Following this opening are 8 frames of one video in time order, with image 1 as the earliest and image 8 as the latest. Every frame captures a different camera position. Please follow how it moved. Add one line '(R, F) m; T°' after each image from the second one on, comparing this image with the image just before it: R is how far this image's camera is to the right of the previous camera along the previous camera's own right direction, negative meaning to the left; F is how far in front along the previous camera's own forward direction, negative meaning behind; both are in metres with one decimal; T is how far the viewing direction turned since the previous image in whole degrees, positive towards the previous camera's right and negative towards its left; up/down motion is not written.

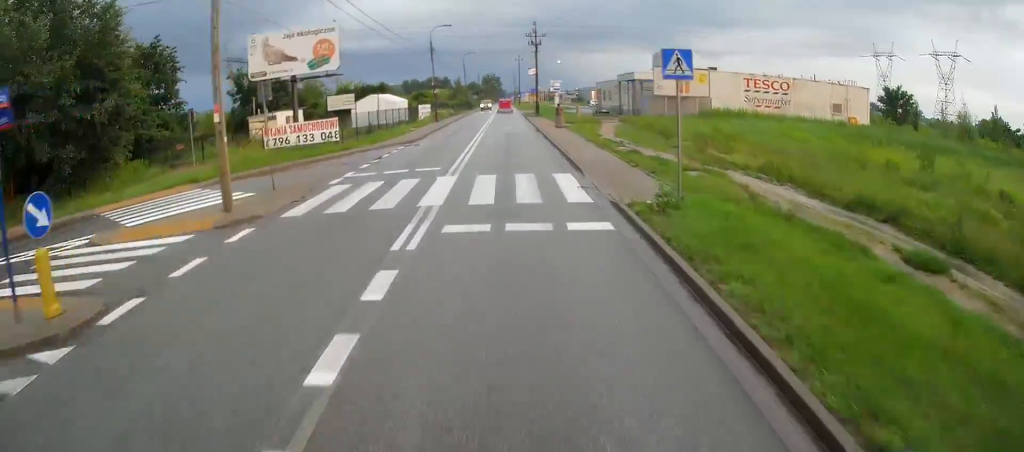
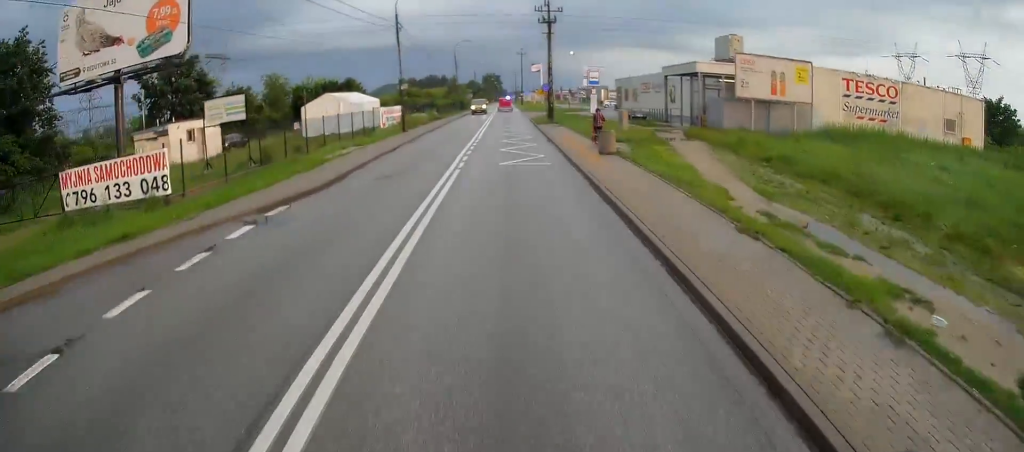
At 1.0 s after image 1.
(+0.1, +18.7) m; +1°
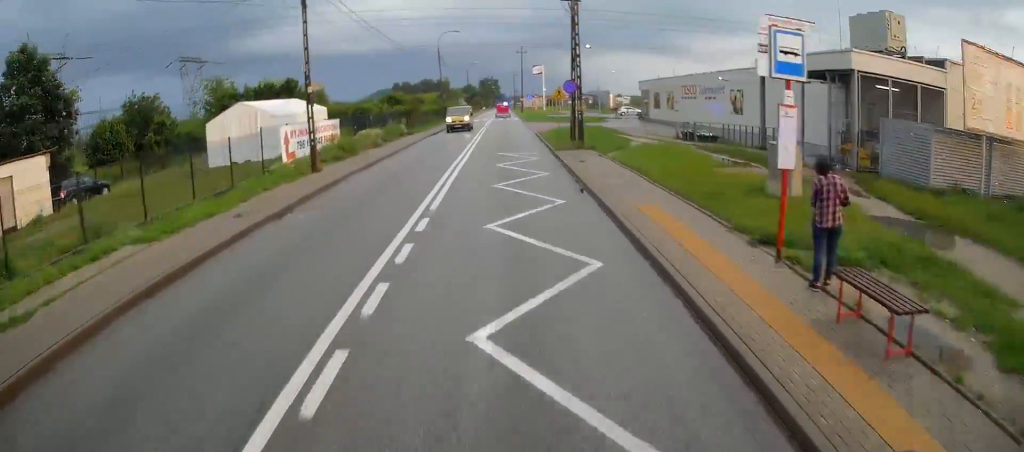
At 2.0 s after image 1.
(+0.1, +18.4) m; +1°
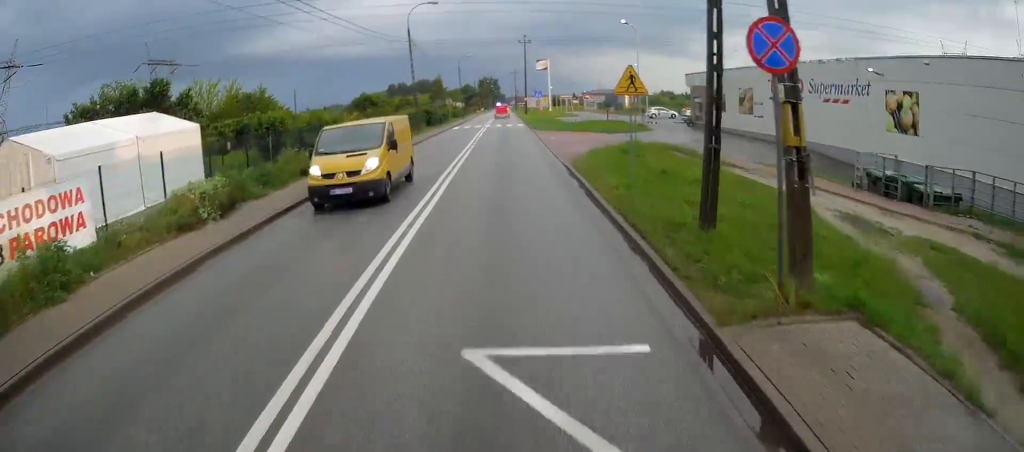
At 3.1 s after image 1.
(+0.2, +20.1) m; 0°
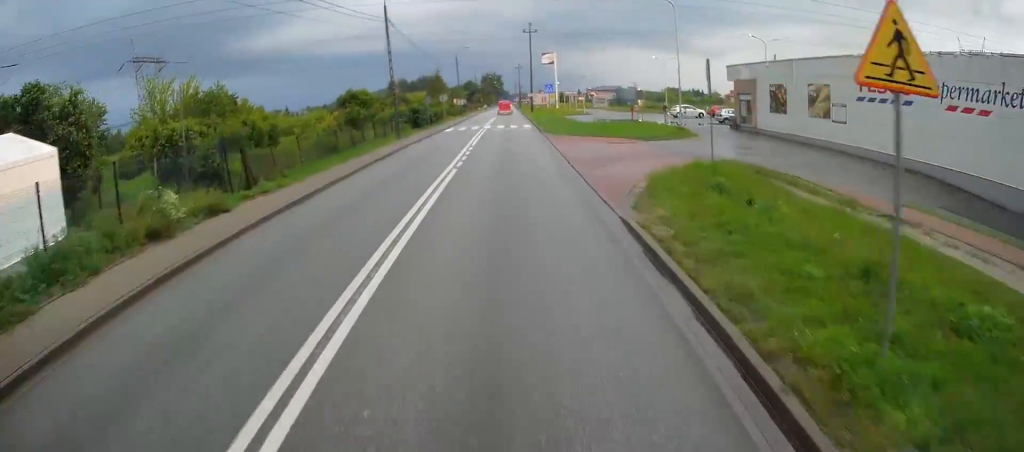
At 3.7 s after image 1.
(-0.1, +10.3) m; 0°
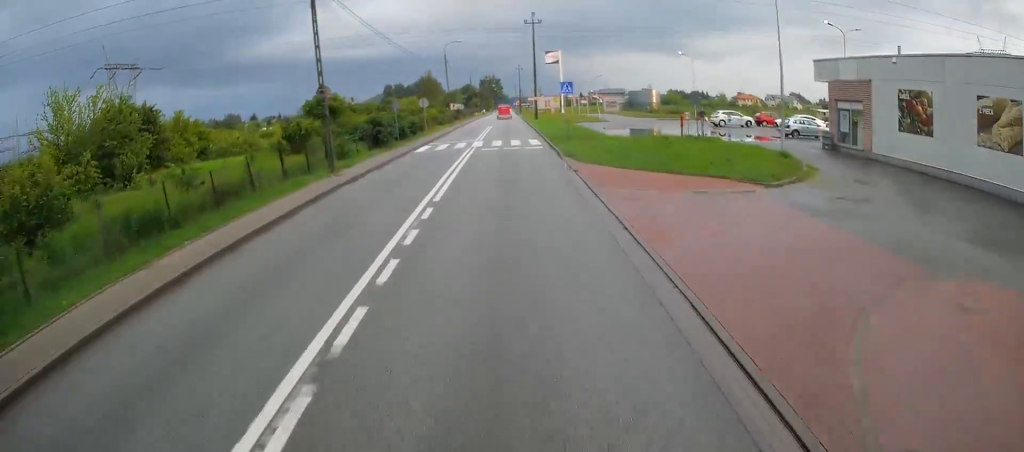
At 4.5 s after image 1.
(-0.1, +14.3) m; 0°
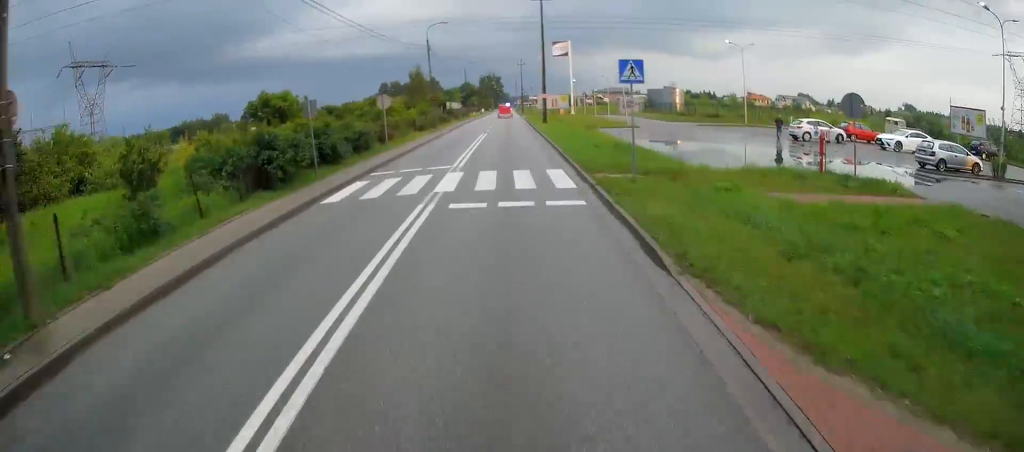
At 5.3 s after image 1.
(-0.1, +16.1) m; 0°
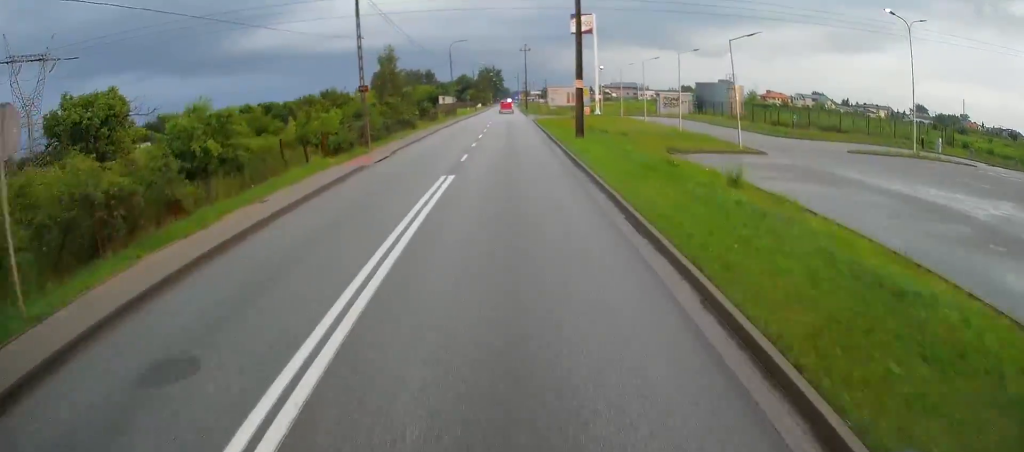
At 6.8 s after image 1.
(+0.3, +26.7) m; +1°
